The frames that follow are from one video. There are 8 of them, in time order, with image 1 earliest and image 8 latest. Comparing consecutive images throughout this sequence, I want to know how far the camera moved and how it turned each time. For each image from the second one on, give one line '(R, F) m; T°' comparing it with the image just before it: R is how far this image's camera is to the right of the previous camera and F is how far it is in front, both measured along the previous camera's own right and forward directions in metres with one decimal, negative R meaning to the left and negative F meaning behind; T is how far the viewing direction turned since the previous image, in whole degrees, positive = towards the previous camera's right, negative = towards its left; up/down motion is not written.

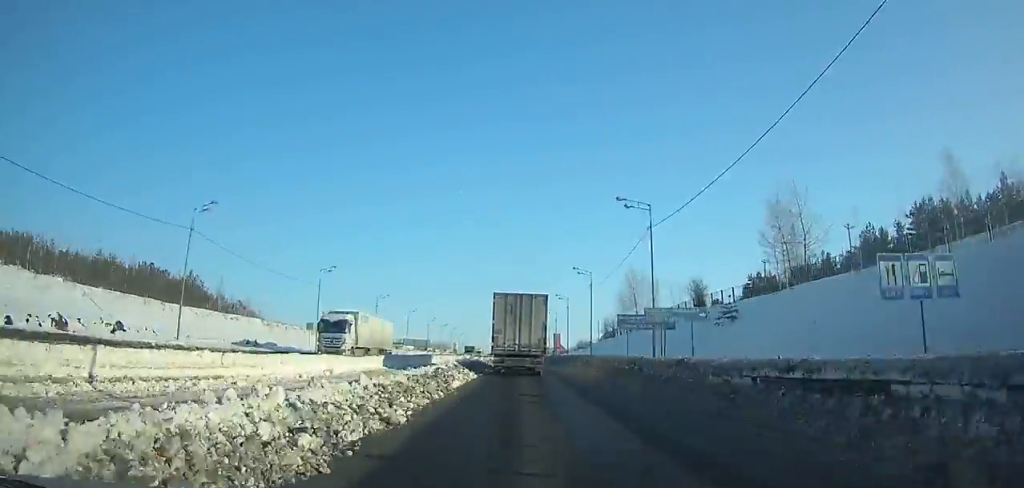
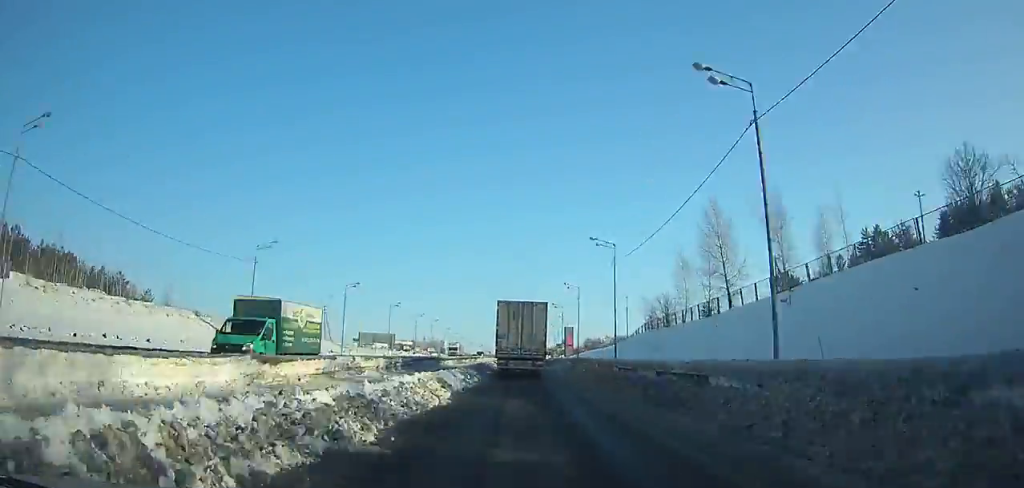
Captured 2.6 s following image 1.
(+0.1, +47.8) m; 0°
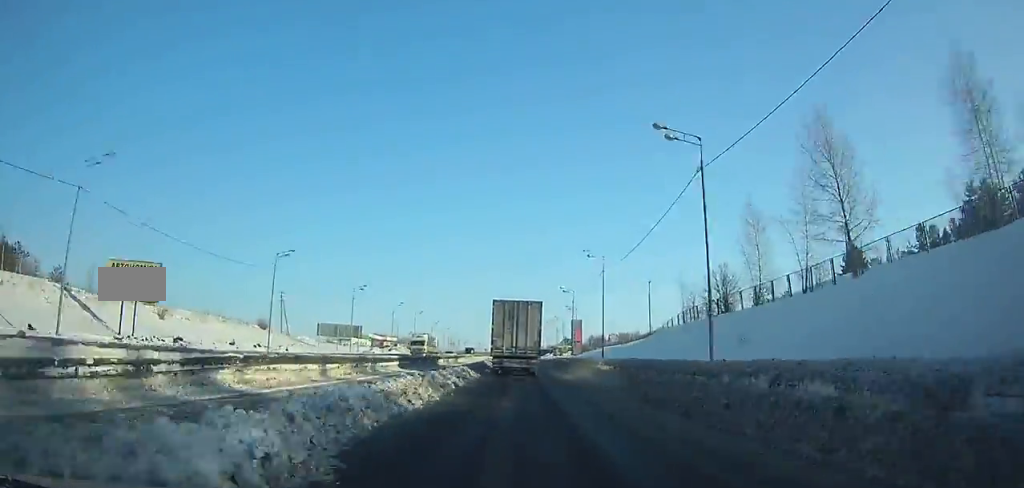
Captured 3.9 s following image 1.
(-0.1, +24.0) m; 0°
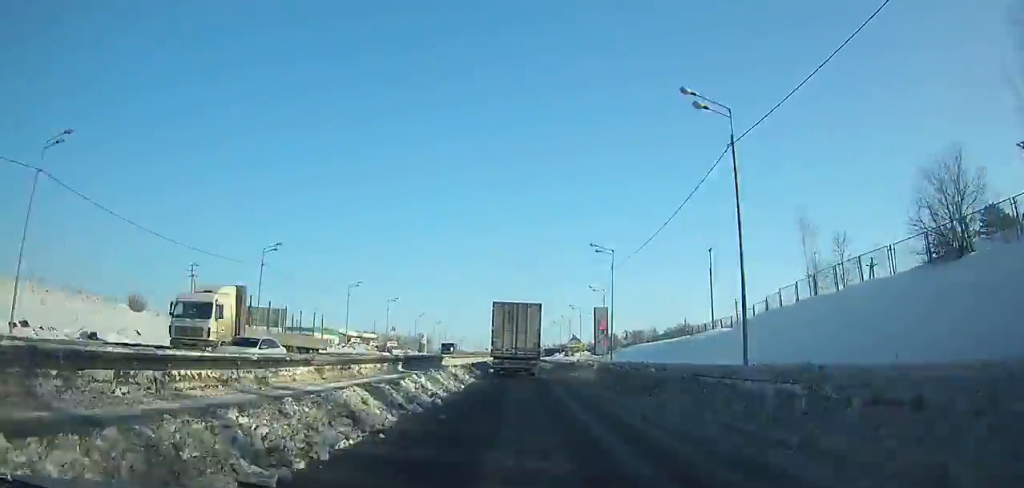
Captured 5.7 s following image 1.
(-0.1, +33.3) m; 0°
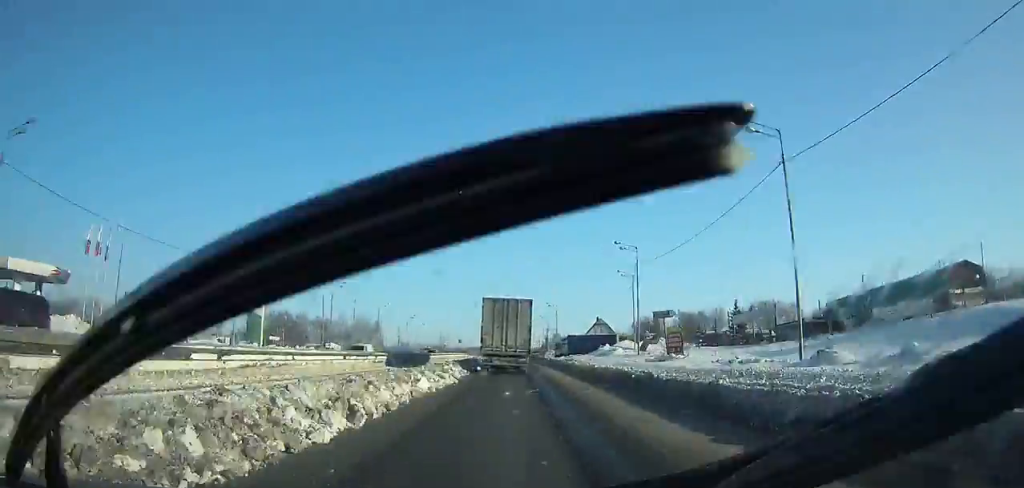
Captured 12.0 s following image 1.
(+0.7, +115.8) m; 0°
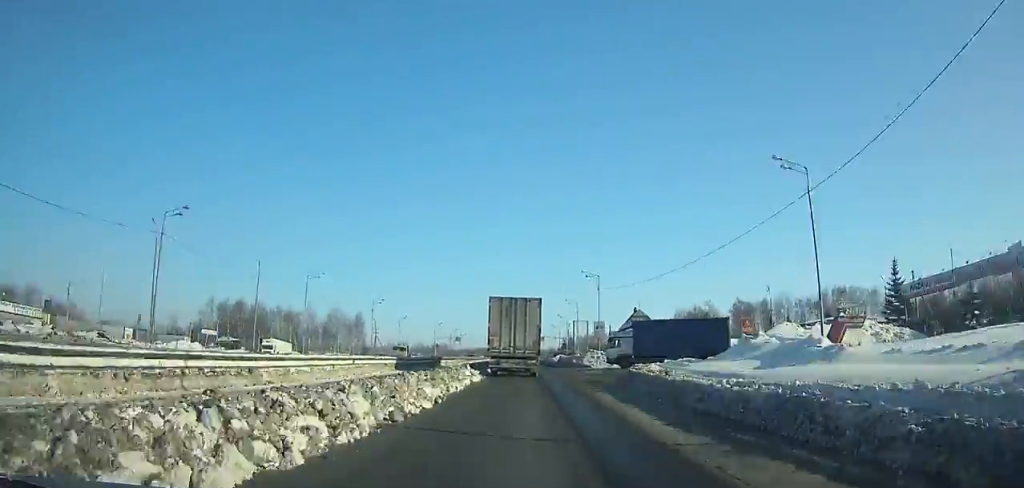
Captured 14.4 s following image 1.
(-0.5, +43.2) m; 0°
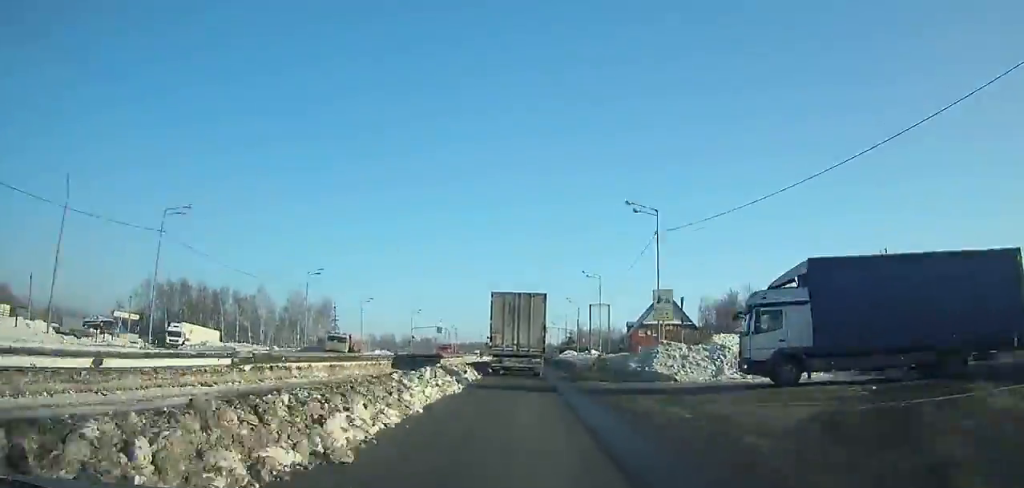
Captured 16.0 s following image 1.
(+0.1, +27.9) m; 0°
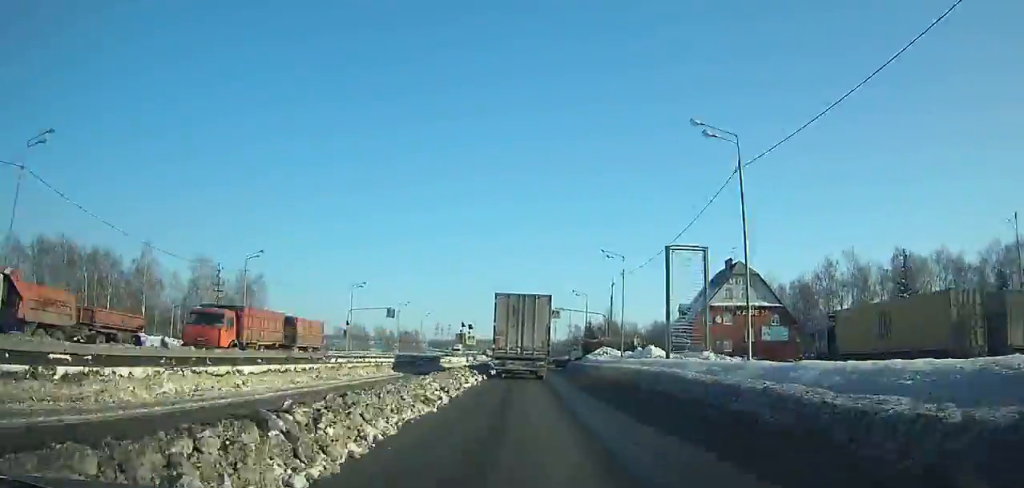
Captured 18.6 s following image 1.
(+0.2, +44.9) m; 0°
